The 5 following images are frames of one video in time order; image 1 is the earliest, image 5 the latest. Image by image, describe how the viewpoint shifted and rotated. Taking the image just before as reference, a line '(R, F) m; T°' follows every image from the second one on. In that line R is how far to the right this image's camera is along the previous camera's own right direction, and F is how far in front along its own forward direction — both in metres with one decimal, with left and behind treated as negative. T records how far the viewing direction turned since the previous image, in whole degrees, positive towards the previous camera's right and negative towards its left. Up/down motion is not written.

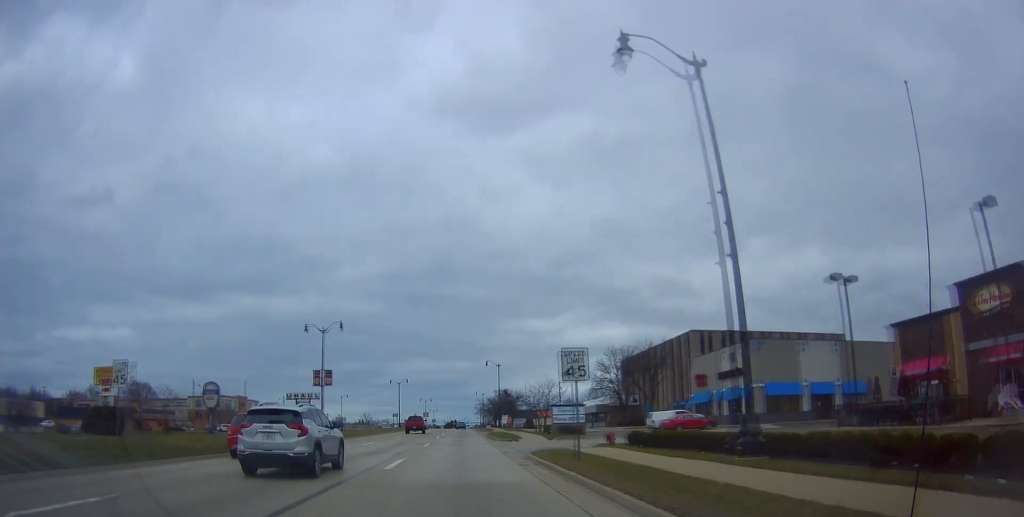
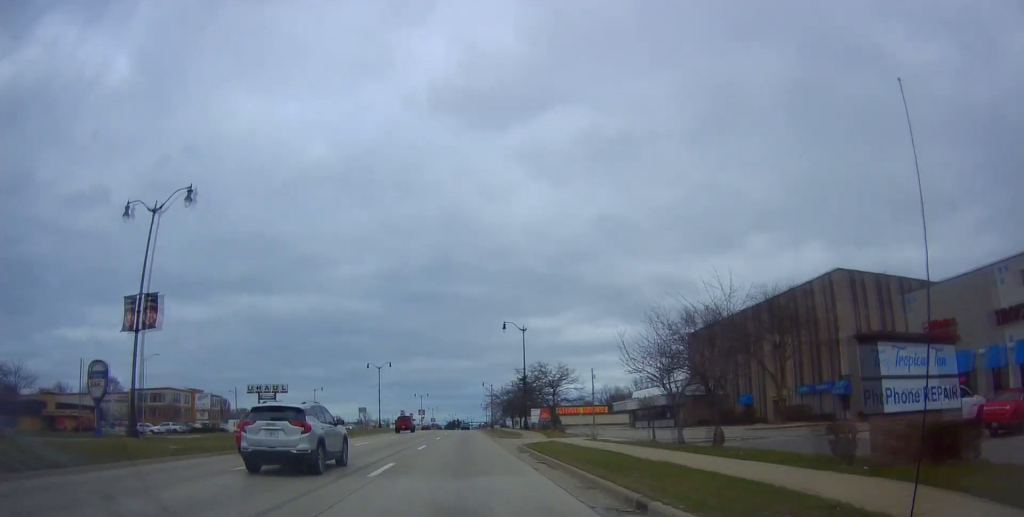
(+0.4, +36.0) m; +2°
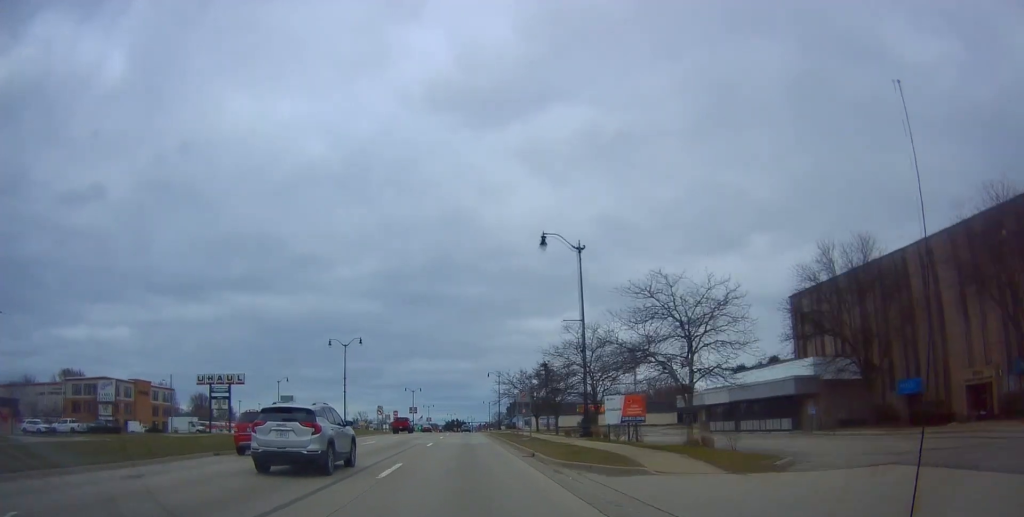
(+0.4, +29.1) m; -2°
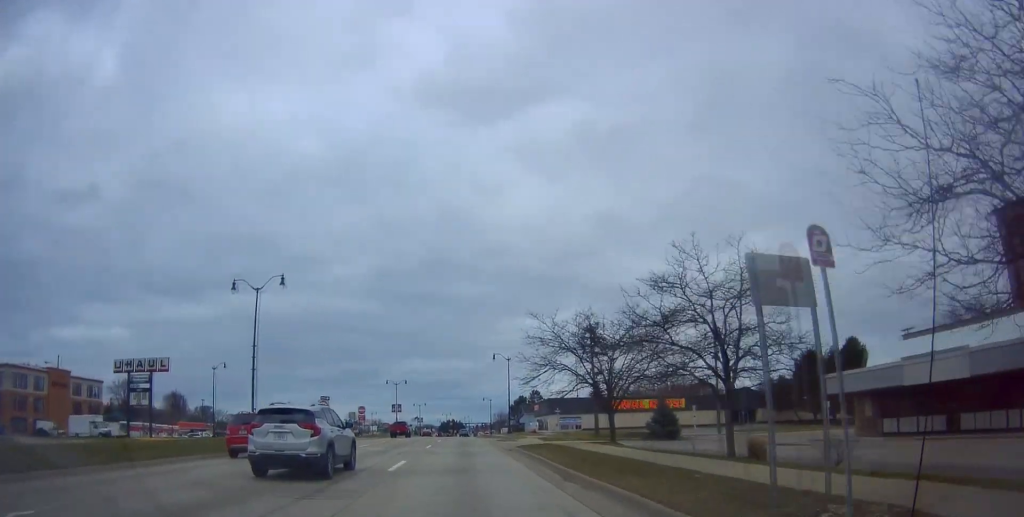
(-0.4, +30.6) m; +1°
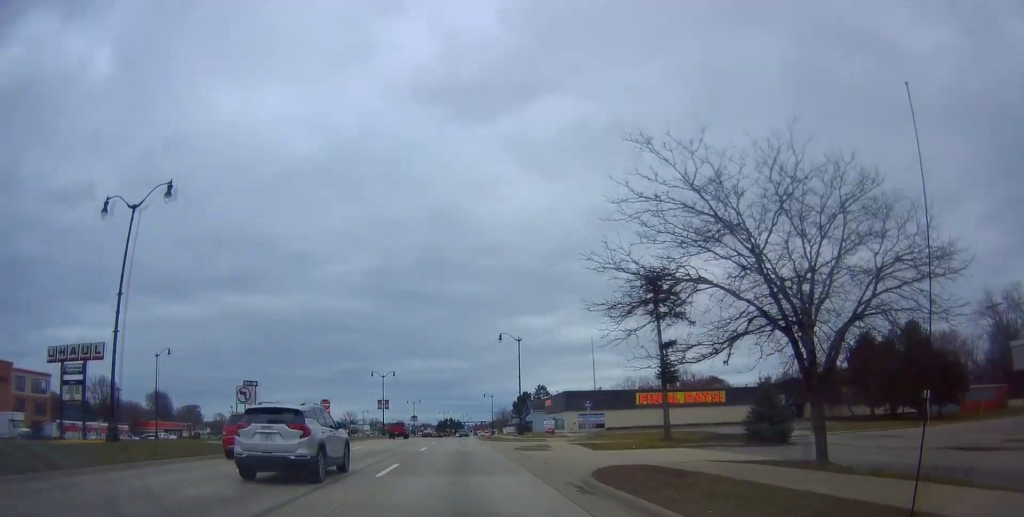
(+0.3, +17.5) m; +1°
